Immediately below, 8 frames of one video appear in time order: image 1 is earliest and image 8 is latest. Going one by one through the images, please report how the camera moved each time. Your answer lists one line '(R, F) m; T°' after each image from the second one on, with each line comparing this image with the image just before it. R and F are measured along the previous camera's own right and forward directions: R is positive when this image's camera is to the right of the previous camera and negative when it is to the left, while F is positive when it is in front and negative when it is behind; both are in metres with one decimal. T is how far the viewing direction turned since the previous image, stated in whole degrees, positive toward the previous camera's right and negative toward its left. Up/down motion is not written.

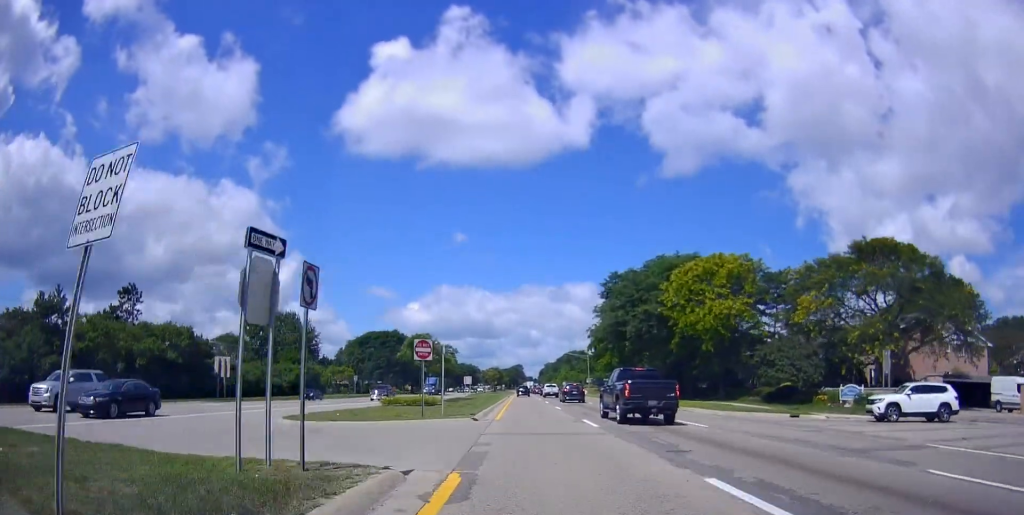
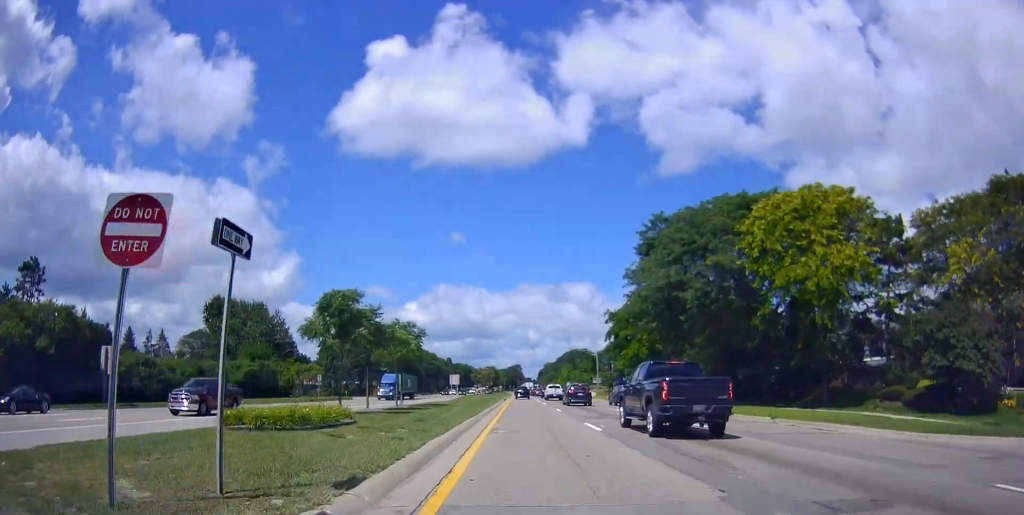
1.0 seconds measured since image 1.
(0.0, +21.0) m; 0°
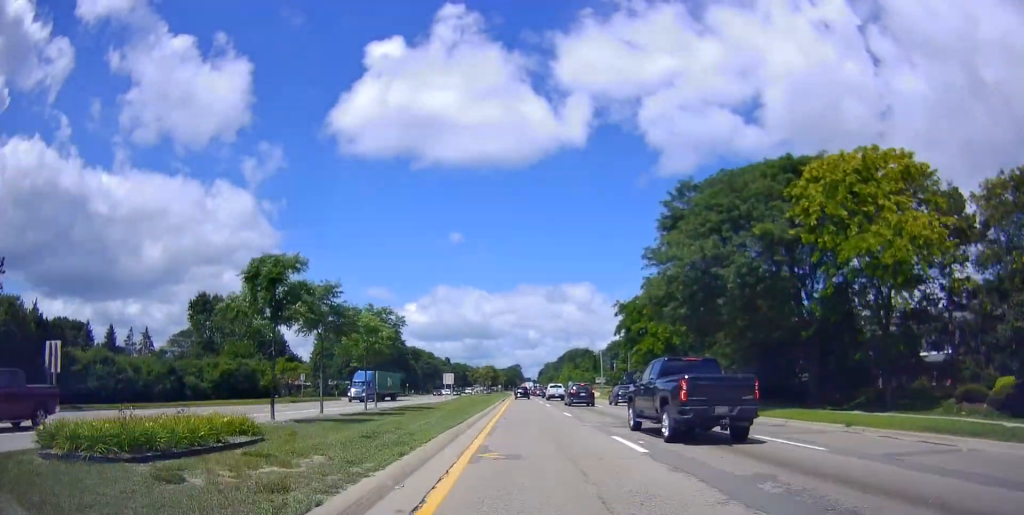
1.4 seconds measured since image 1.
(0.0, +7.8) m; 0°
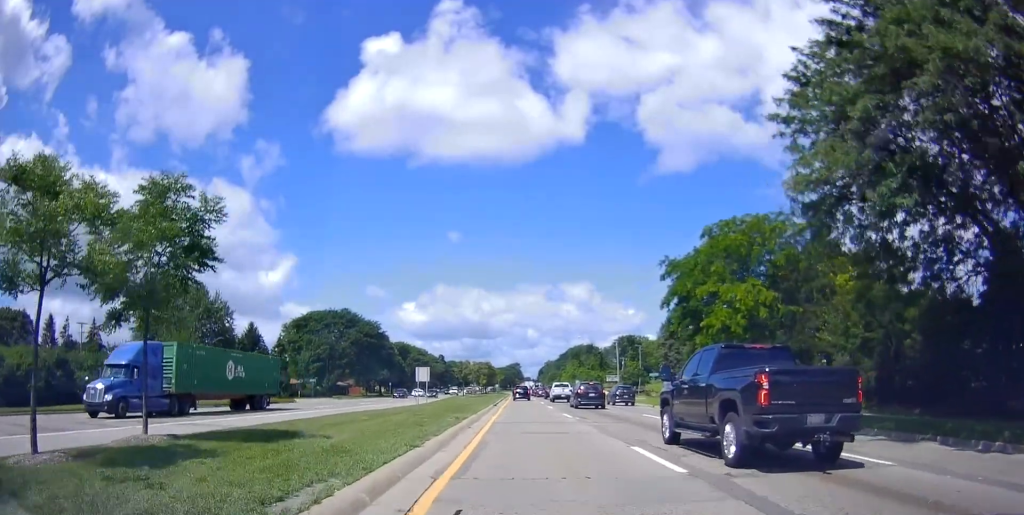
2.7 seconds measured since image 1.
(0.0, +23.3) m; -1°
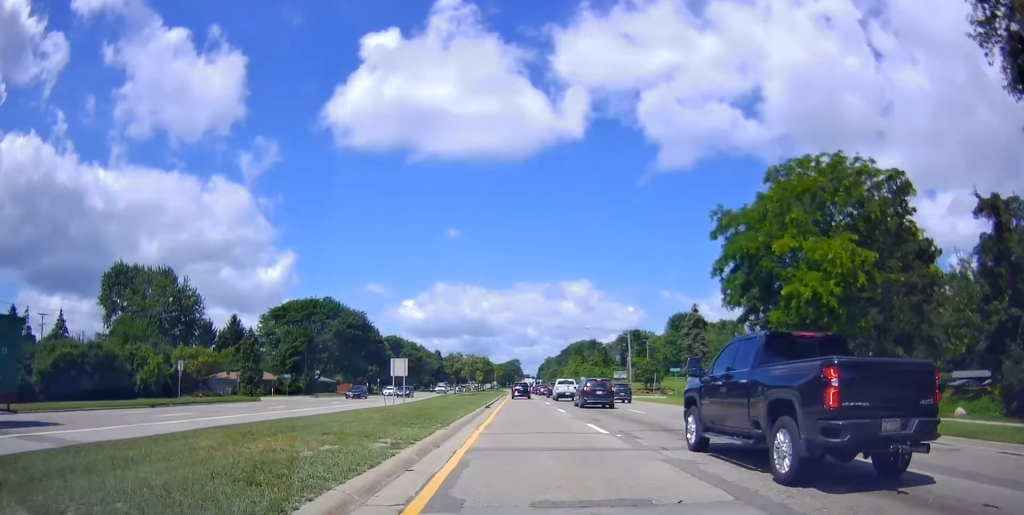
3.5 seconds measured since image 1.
(+0.1, +12.9) m; -1°
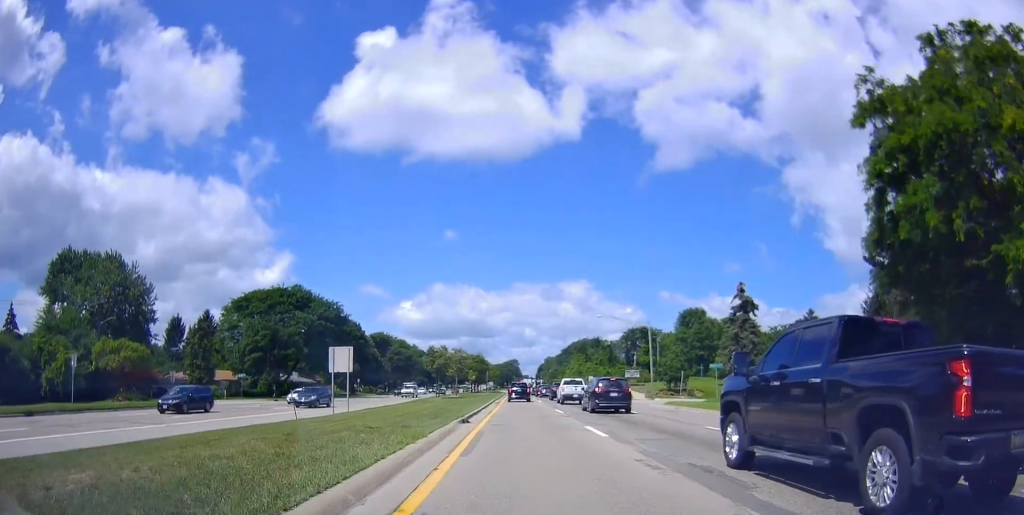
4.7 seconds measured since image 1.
(-0.4, +18.0) m; 0°
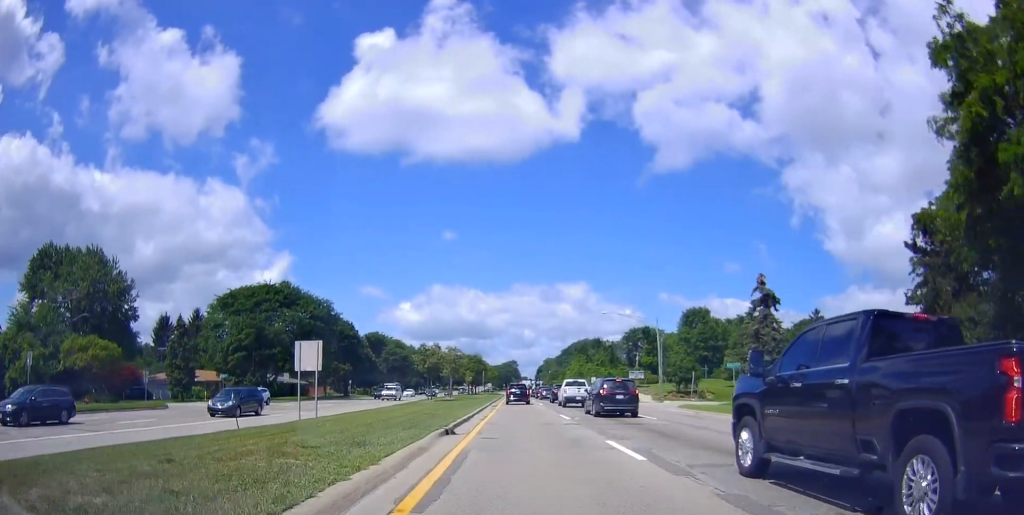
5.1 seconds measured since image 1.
(+0.2, +5.9) m; +1°
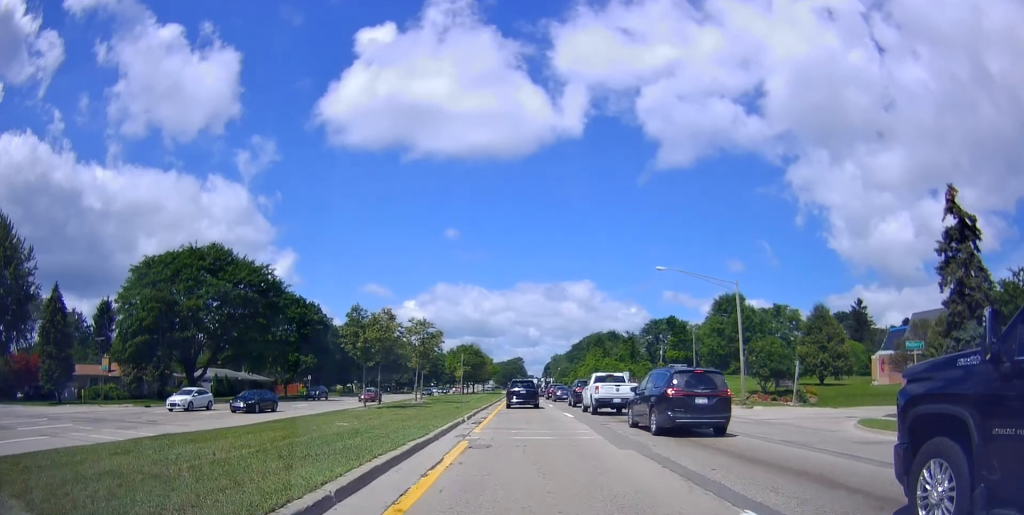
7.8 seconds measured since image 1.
(+1.6, +31.2) m; +4°
